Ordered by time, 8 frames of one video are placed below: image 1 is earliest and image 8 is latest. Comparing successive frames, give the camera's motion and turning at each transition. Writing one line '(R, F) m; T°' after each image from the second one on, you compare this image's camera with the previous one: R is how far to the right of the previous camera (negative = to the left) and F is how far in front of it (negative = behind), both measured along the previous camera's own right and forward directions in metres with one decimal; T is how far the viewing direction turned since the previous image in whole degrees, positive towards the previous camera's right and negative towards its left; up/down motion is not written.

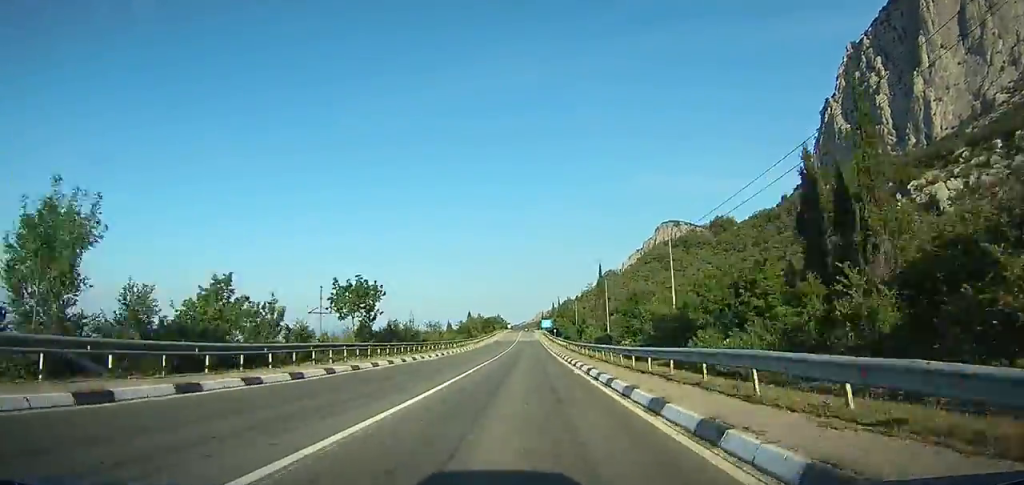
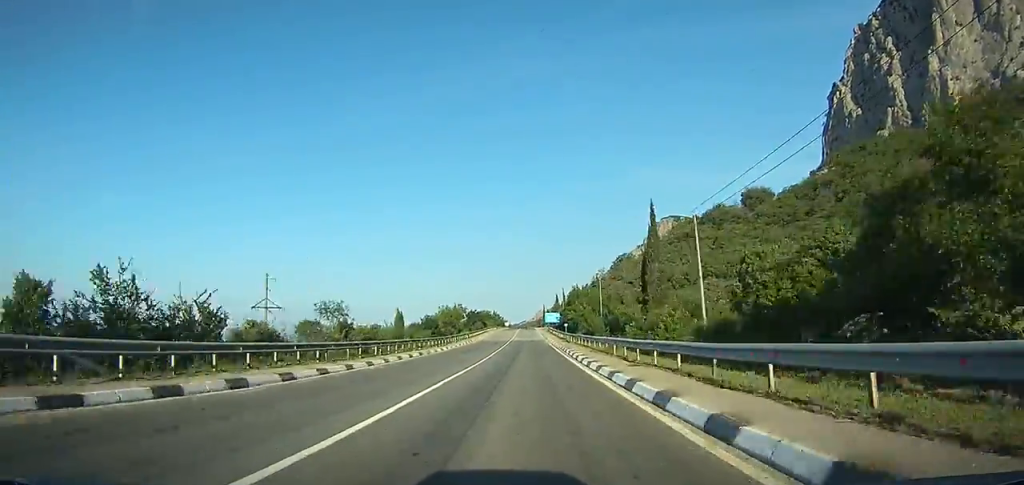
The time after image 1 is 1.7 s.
(0.0, +32.5) m; 0°
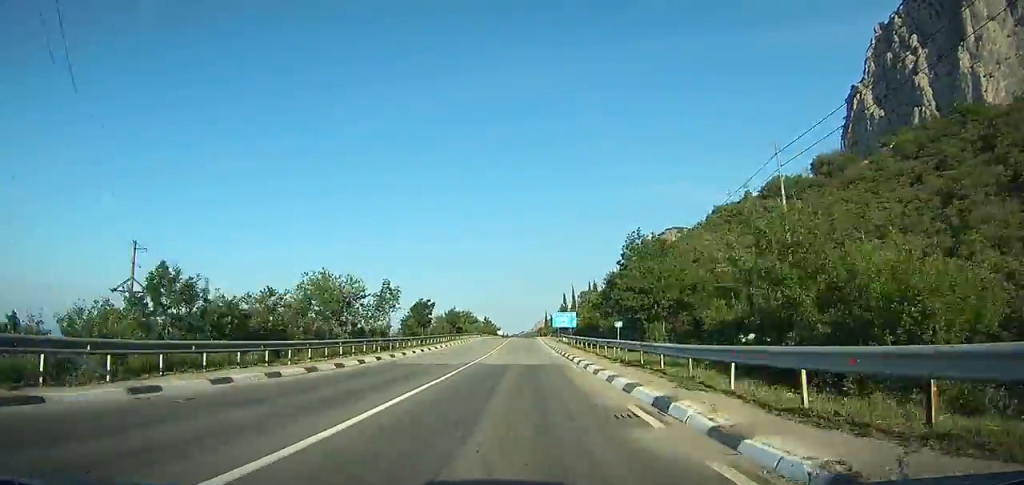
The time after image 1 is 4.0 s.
(0.0, +45.6) m; 0°
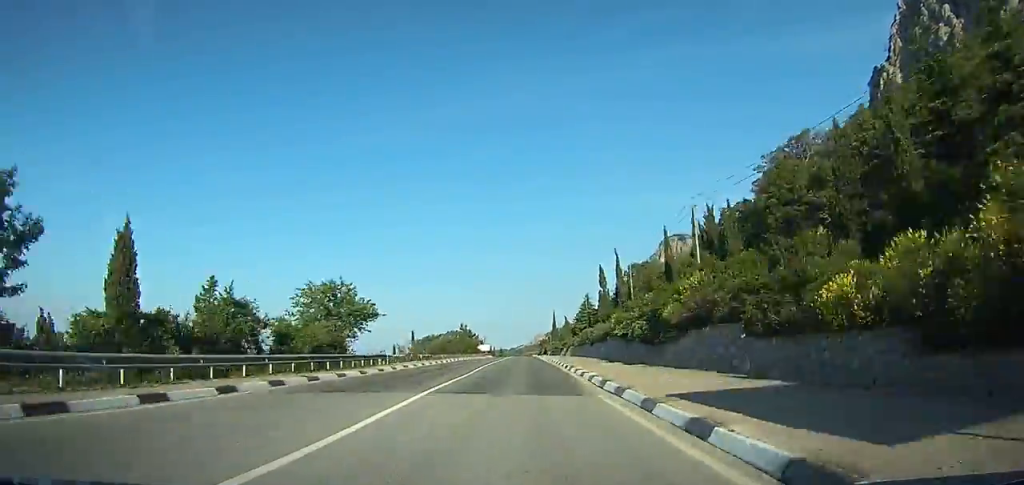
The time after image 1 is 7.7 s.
(-0.3, +76.9) m; -1°
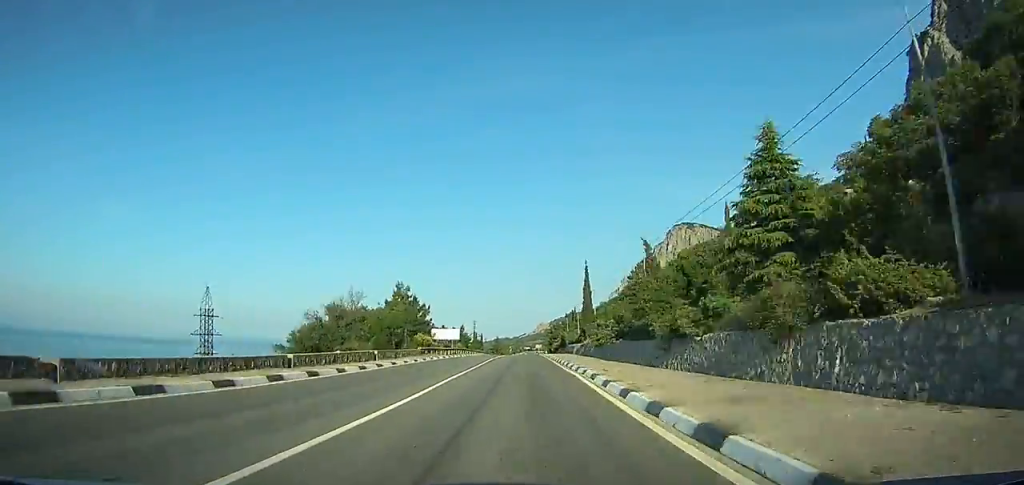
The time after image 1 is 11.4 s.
(-0.6, +76.1) m; -1°
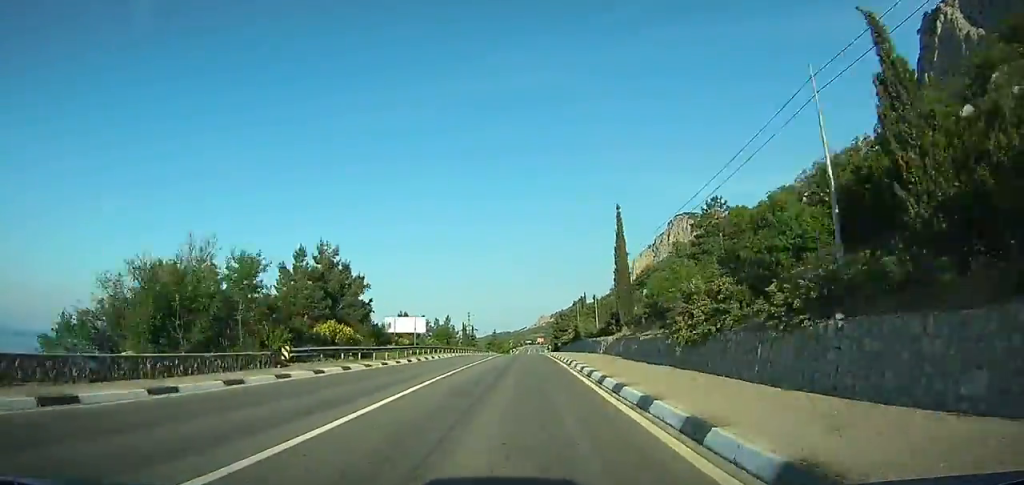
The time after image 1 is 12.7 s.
(0.0, +26.2) m; 0°
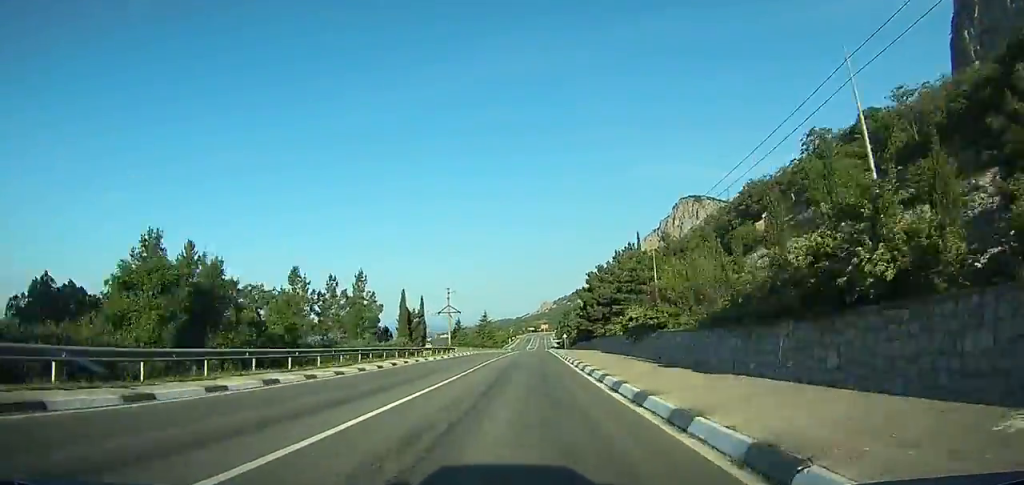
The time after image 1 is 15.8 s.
(+0.1, +61.8) m; 0°
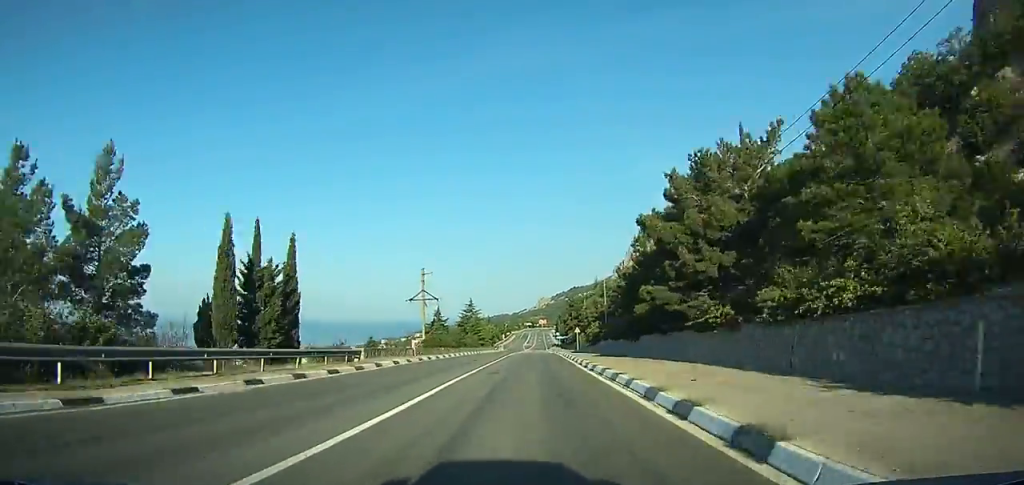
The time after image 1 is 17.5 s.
(+0.1, +33.9) m; 0°
